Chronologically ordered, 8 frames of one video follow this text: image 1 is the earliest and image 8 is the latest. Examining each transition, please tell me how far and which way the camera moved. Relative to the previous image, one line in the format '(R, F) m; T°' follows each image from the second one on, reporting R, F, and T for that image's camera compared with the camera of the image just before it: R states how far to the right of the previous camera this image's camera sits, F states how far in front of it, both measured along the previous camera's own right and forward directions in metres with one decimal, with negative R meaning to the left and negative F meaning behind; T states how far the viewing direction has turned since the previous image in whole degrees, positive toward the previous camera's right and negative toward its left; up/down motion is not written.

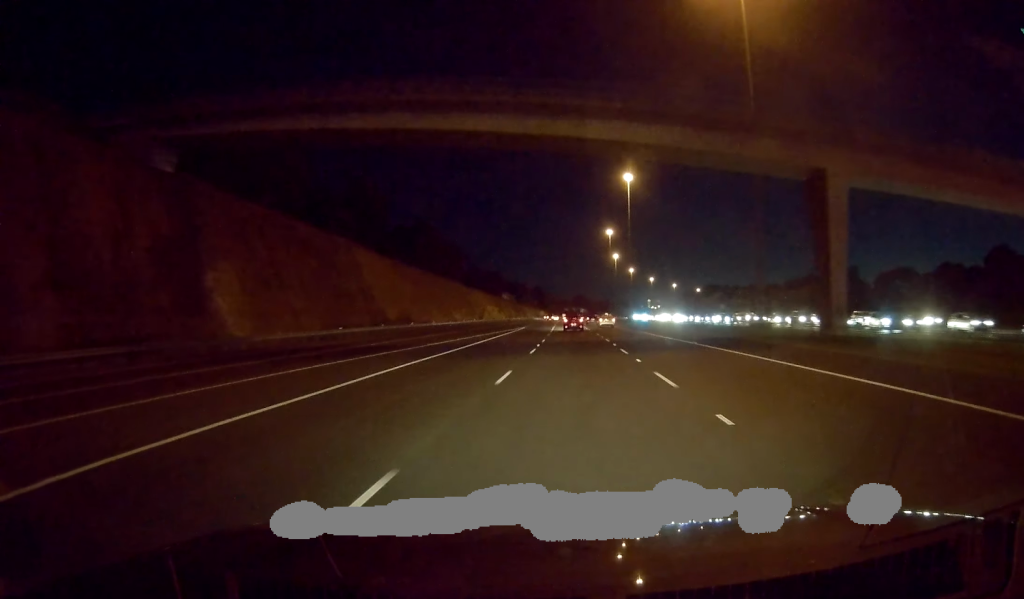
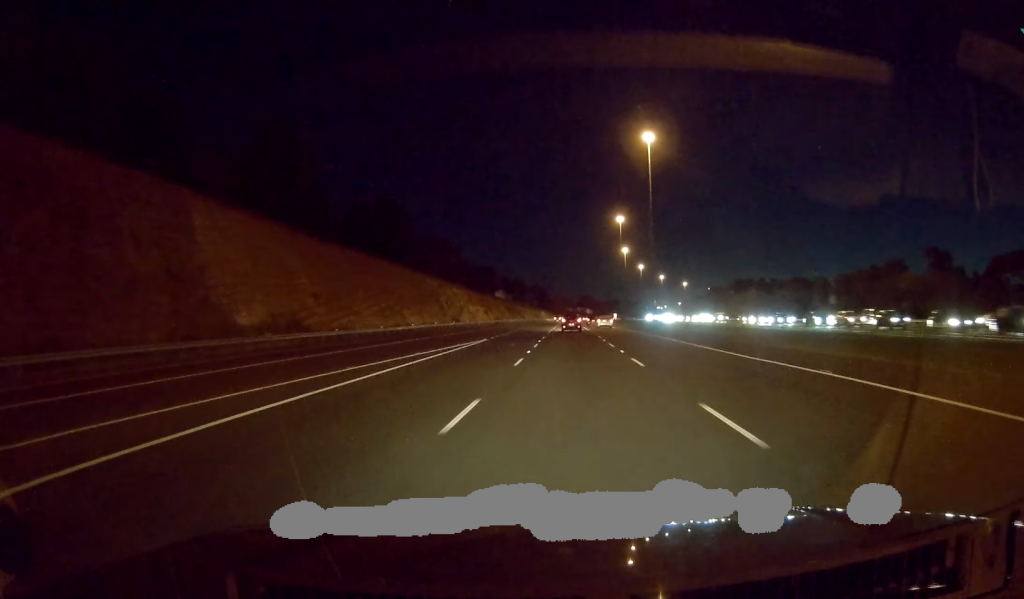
(-0.4, +40.7) m; -1°
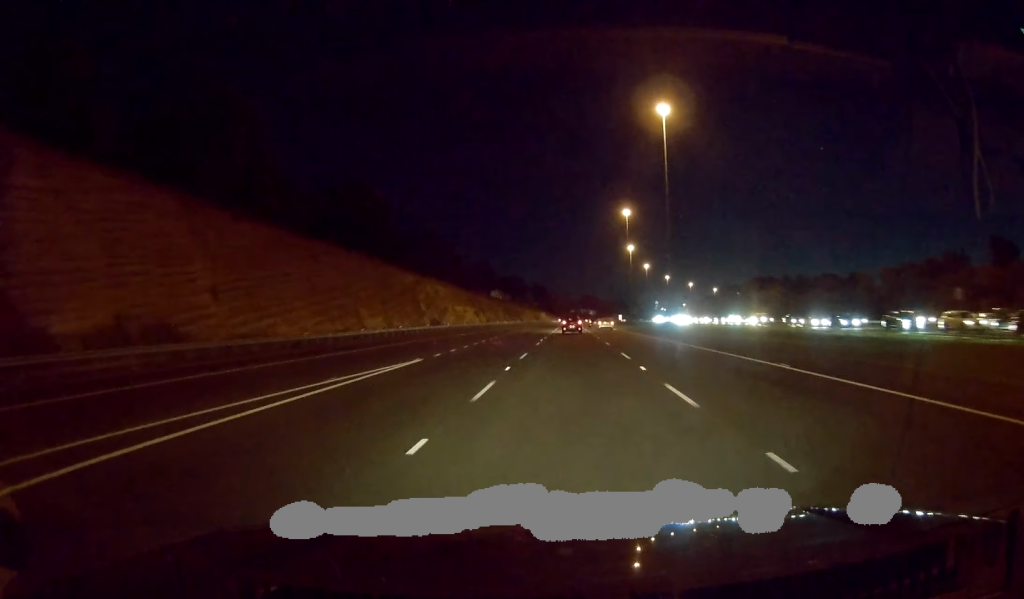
(0.0, +19.9) m; 0°
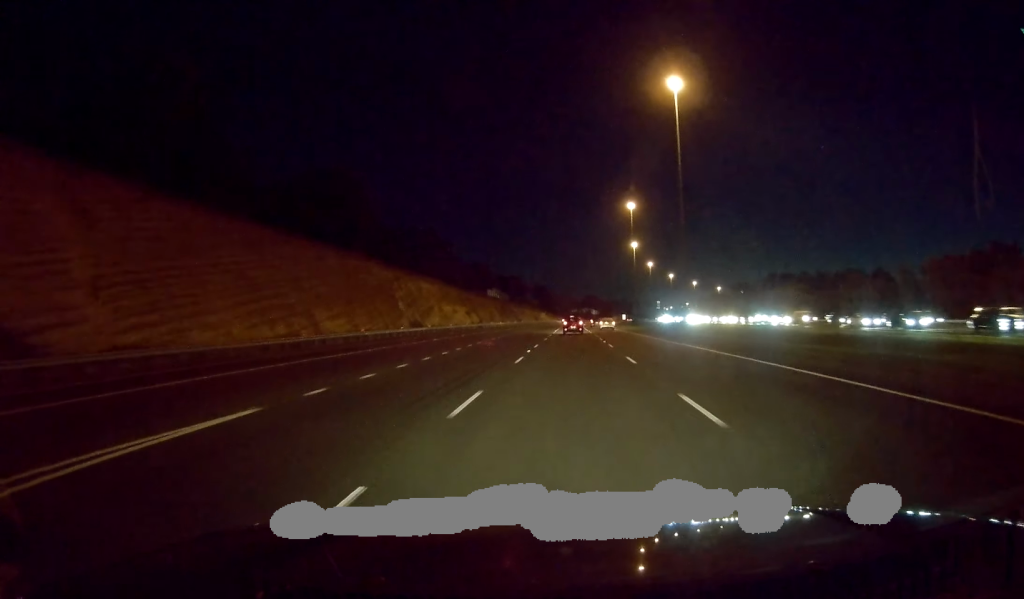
(0.0, +13.6) m; 0°
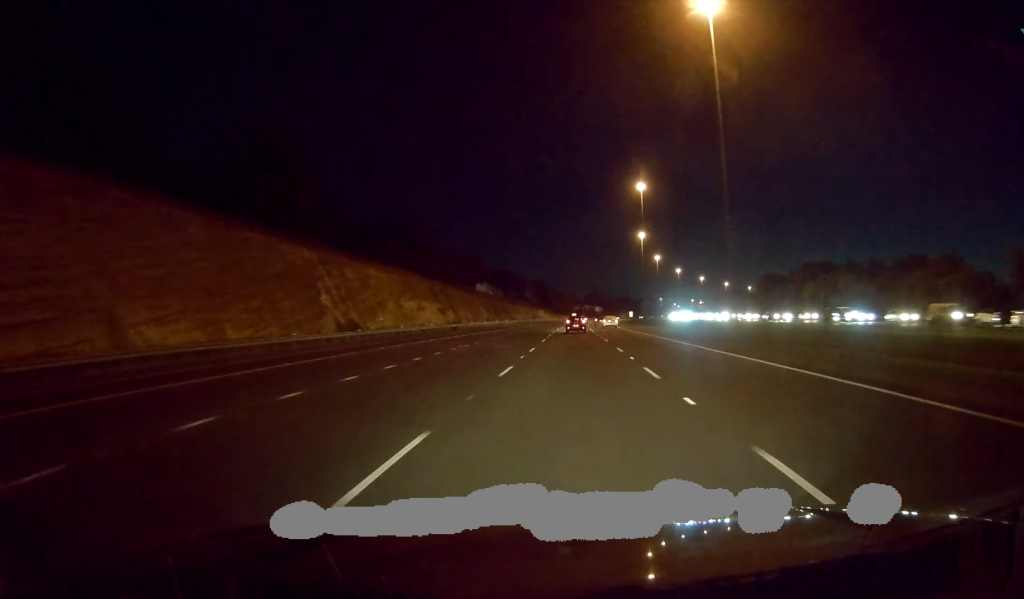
(0.0, +28.1) m; 0°
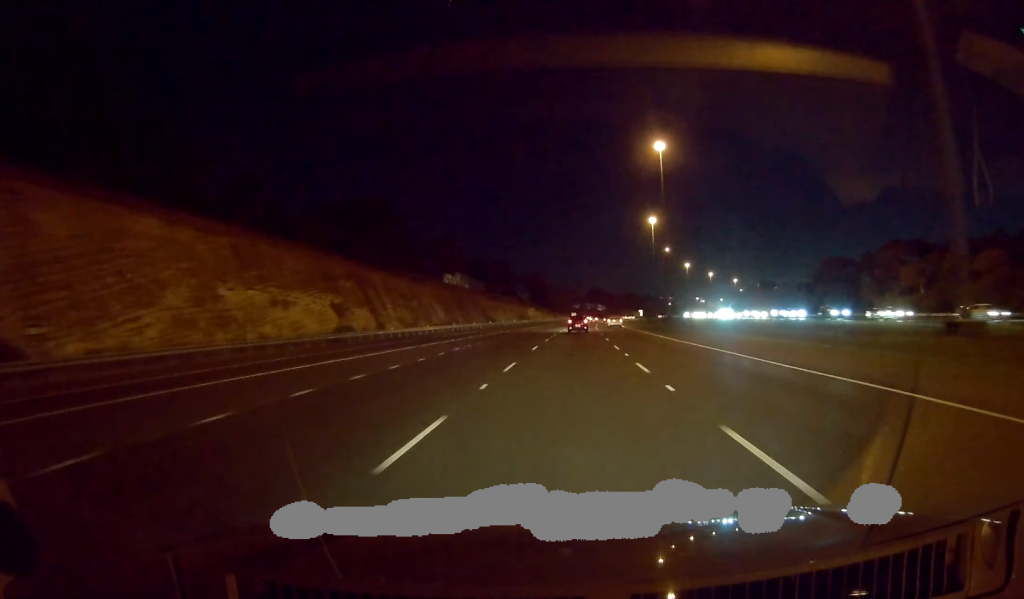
(-0.2, +45.3) m; 0°
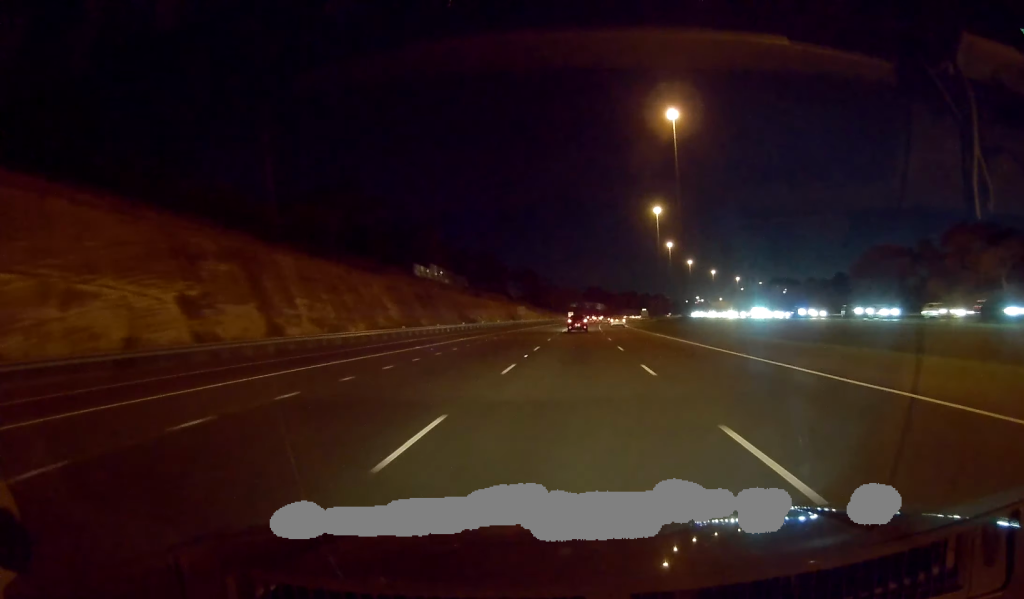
(0.0, +23.6) m; +1°
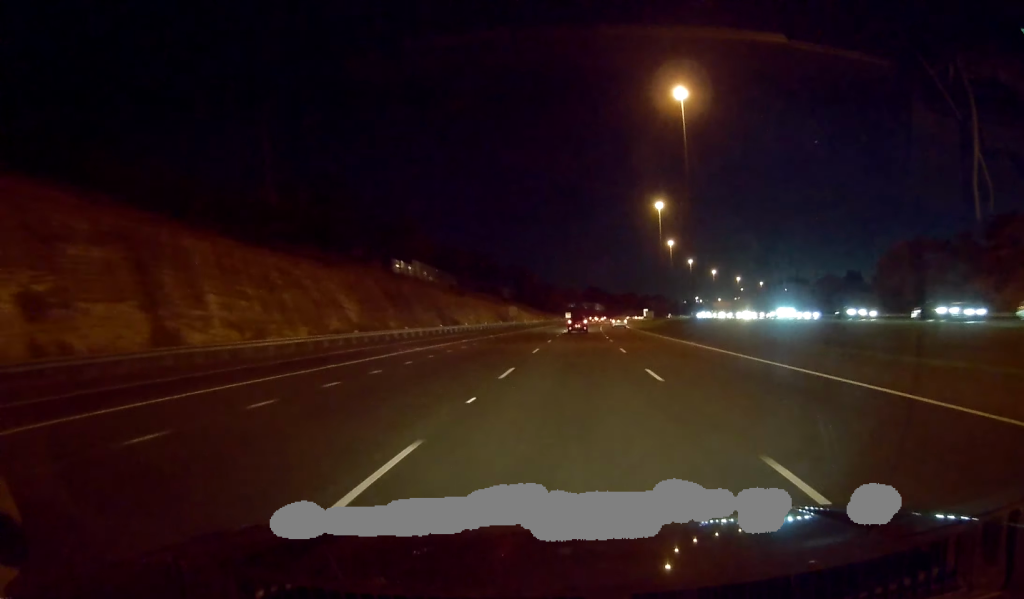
(-0.1, +12.7) m; +1°
